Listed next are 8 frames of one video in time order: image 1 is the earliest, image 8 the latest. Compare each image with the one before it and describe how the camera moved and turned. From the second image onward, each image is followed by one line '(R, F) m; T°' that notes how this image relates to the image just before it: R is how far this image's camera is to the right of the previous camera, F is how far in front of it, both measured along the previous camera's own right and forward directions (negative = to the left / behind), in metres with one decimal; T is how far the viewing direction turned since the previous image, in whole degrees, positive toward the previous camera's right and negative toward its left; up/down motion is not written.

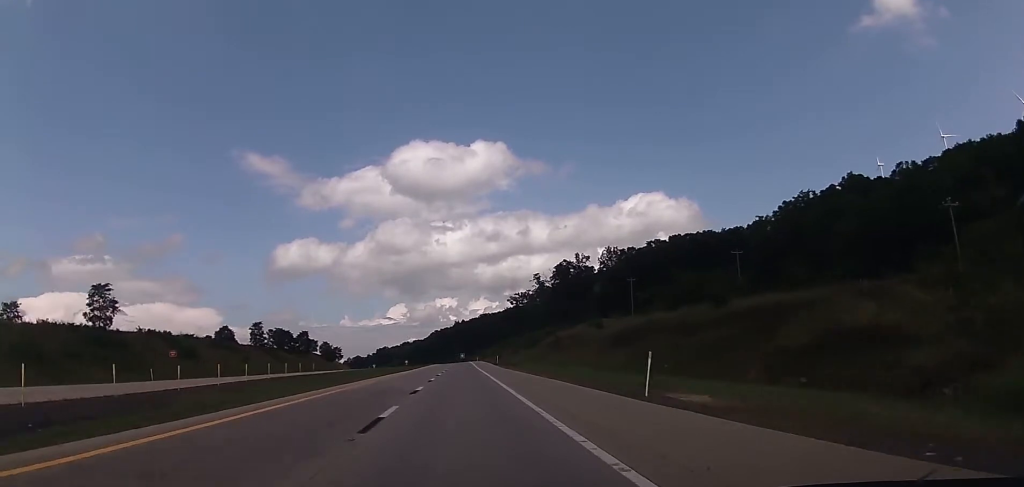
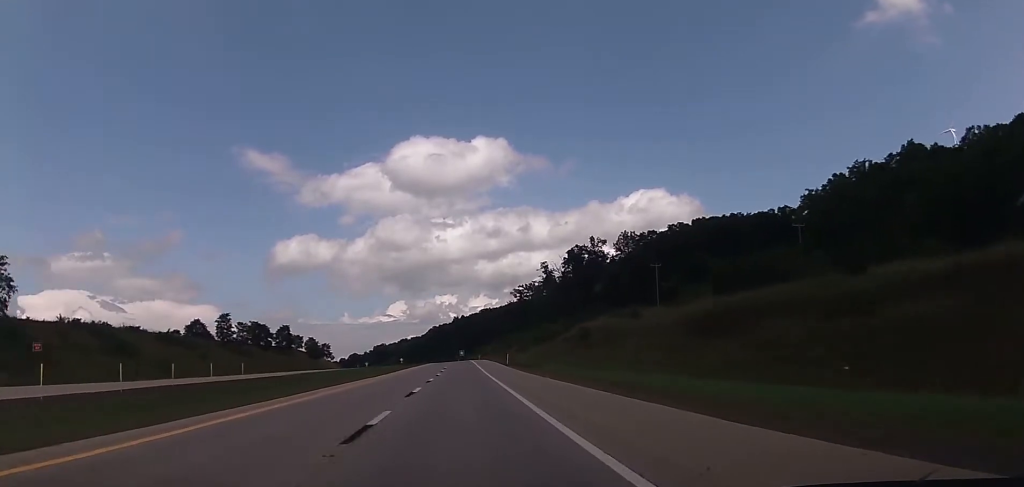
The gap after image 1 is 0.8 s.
(+0.1, +26.2) m; 0°
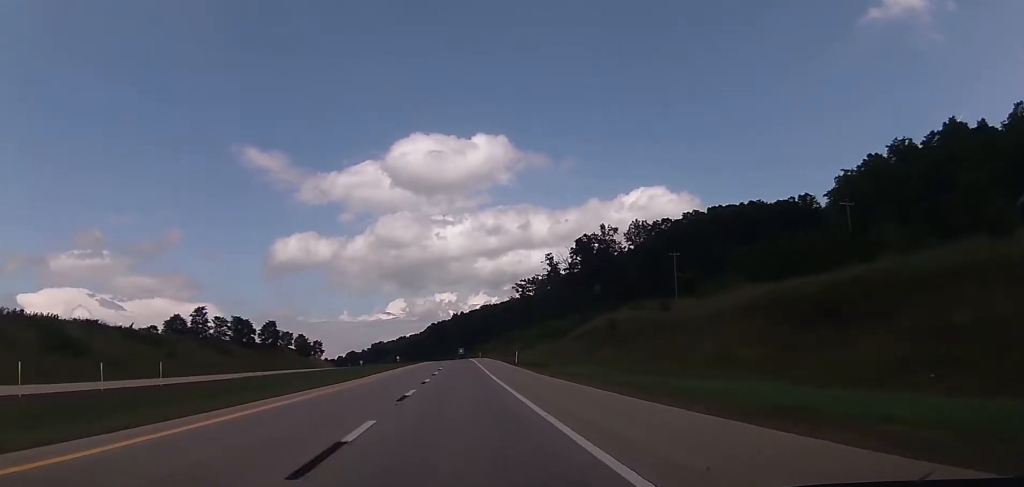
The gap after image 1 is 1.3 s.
(0.0, +15.3) m; 0°
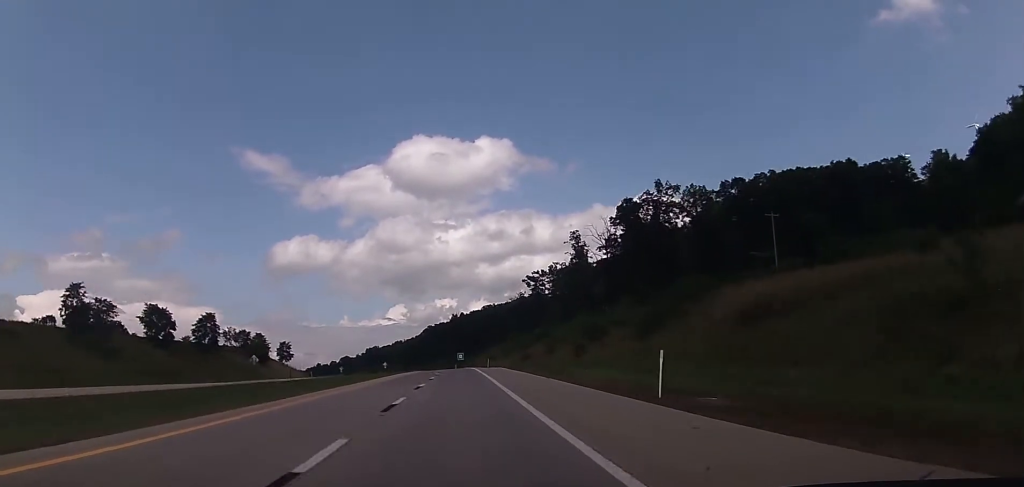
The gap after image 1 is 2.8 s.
(-0.1, +51.7) m; 0°
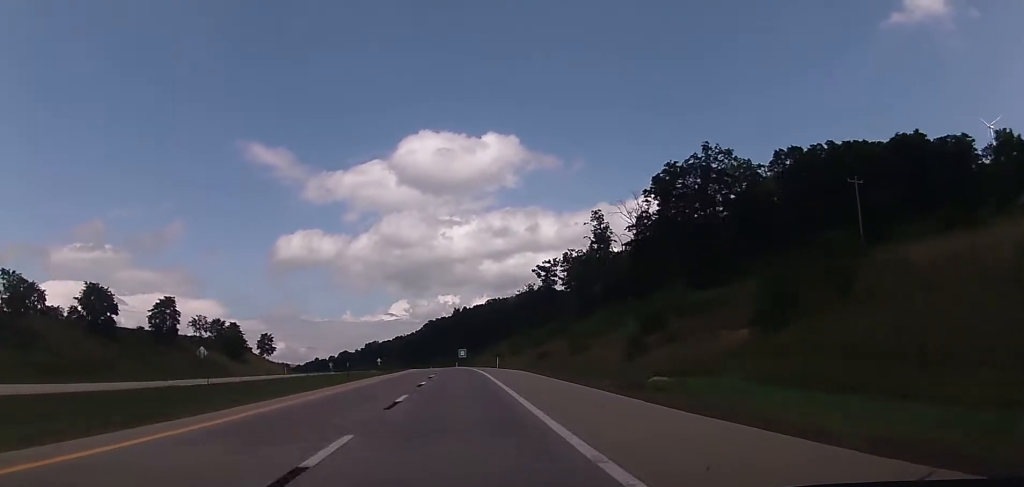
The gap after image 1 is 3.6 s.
(0.0, +24.2) m; 0°
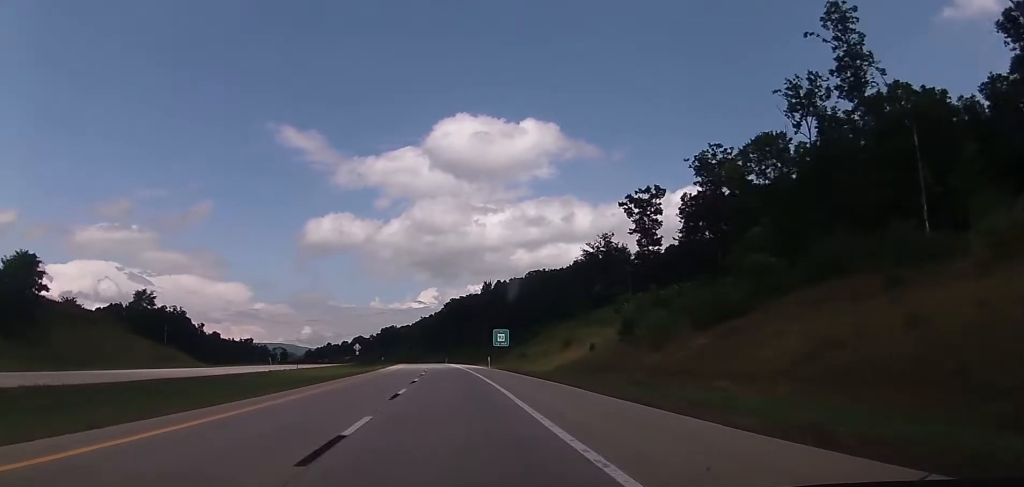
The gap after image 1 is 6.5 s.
(-1.2, +95.8) m; -2°
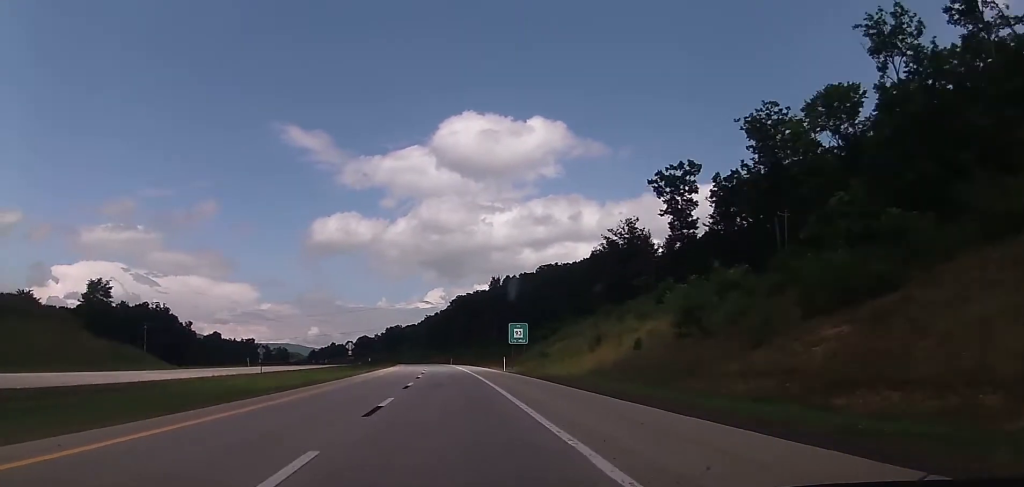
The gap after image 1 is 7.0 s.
(-0.2, +17.6) m; -1°
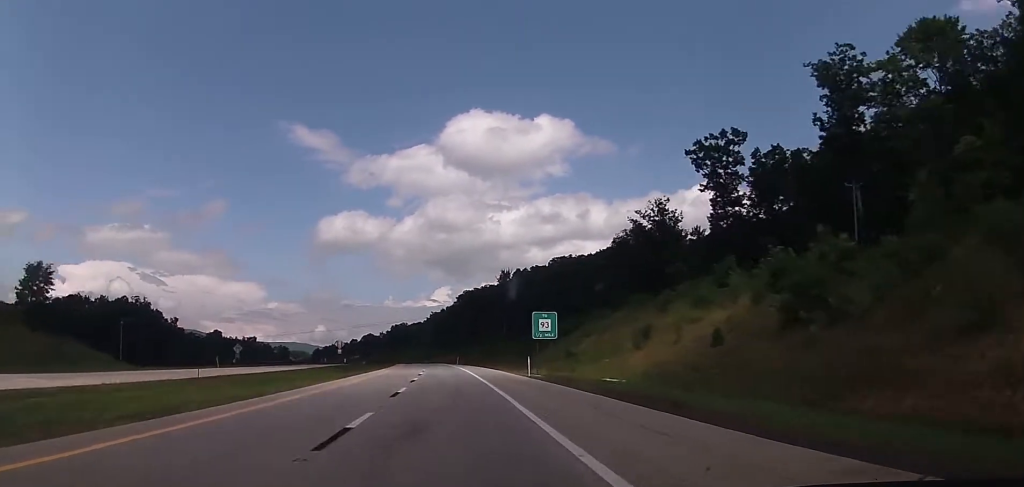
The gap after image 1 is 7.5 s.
(-0.1, +17.7) m; -1°
